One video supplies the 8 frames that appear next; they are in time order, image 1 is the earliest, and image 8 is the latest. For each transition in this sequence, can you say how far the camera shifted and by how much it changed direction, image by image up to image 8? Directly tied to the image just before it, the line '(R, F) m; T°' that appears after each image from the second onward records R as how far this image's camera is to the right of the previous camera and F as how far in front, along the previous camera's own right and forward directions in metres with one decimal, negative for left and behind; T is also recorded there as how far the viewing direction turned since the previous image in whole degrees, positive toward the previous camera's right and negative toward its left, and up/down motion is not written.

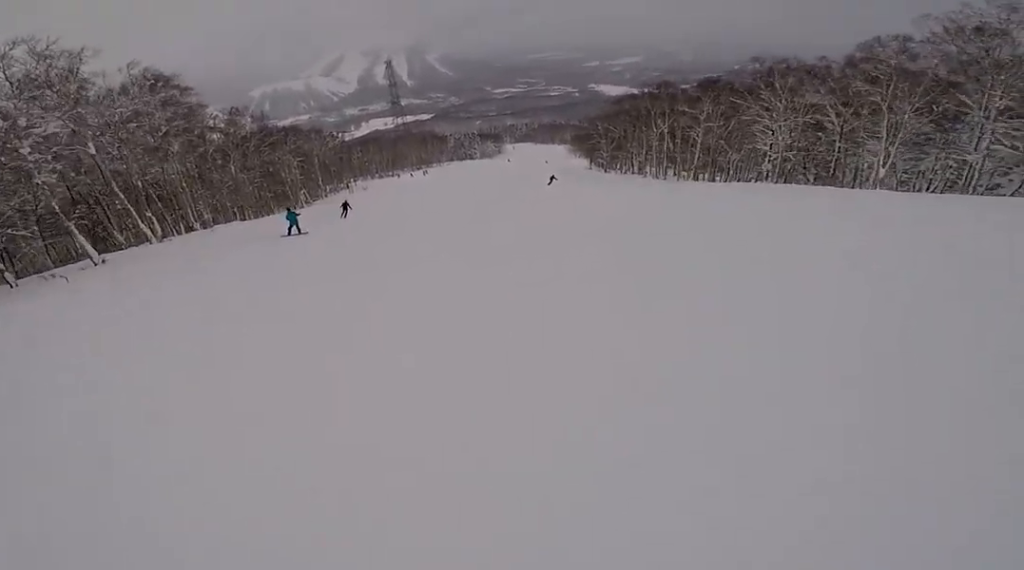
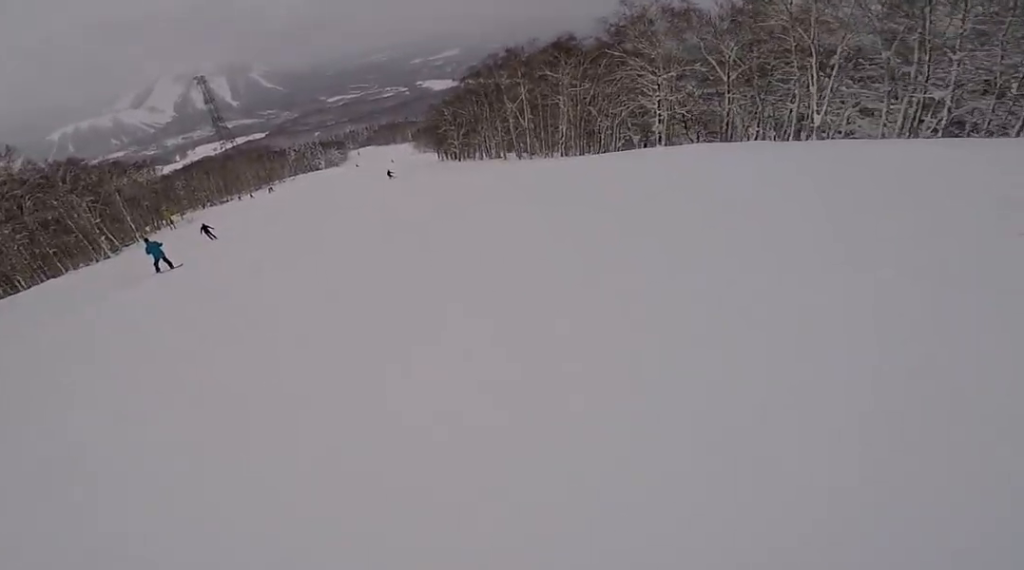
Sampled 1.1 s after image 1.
(+3.1, +12.0) m; +12°
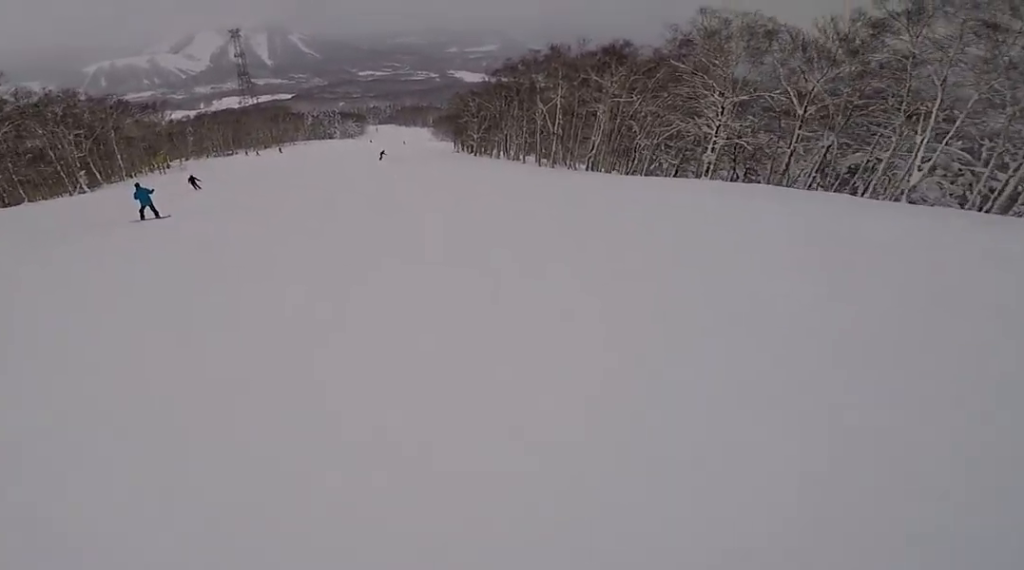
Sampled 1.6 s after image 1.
(-0.4, +5.7) m; -2°
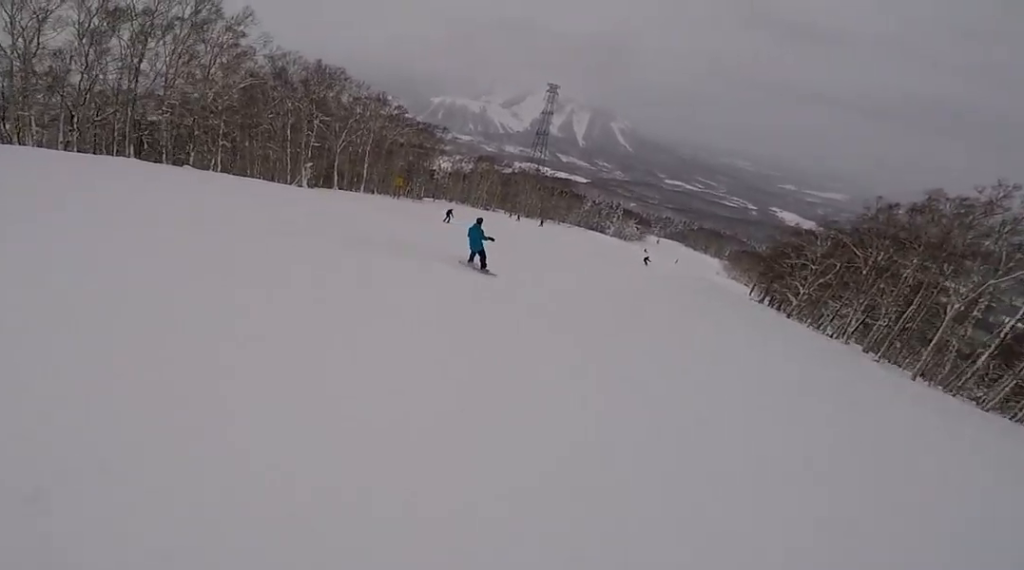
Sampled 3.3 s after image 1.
(-2.1, +19.8) m; -23°
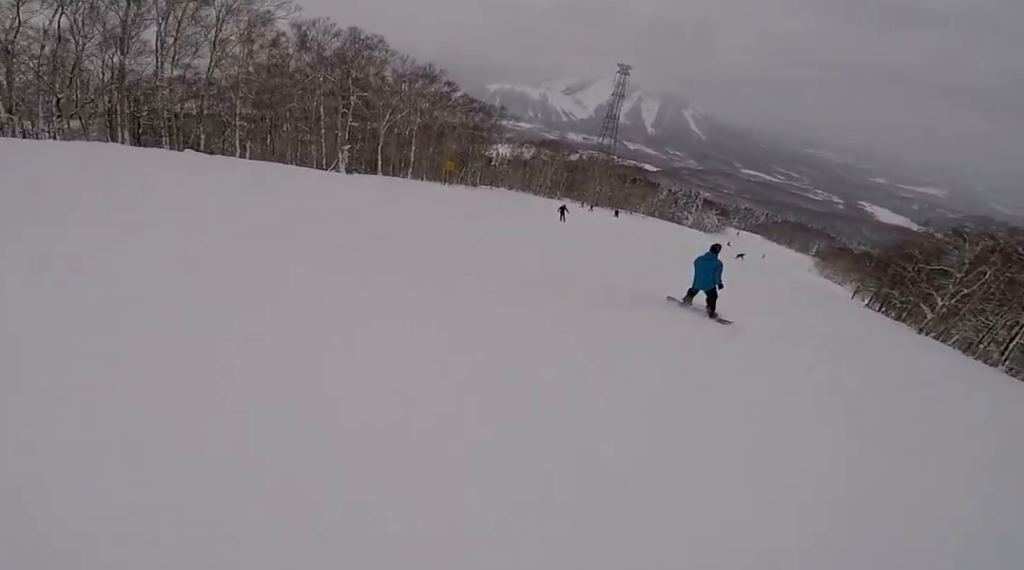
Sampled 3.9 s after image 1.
(-1.8, +7.2) m; -12°
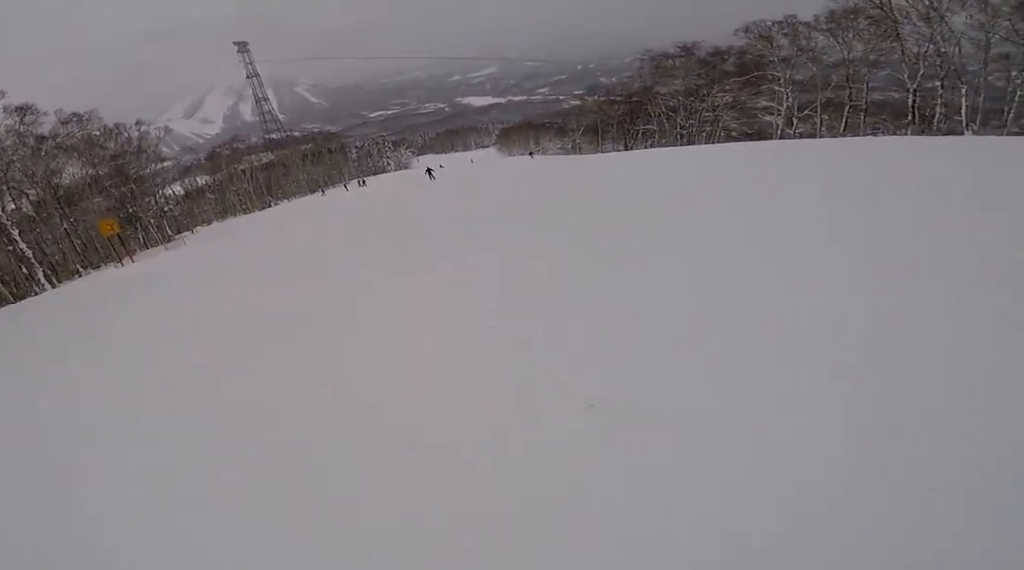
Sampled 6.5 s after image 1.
(+5.5, +28.5) m; +29°
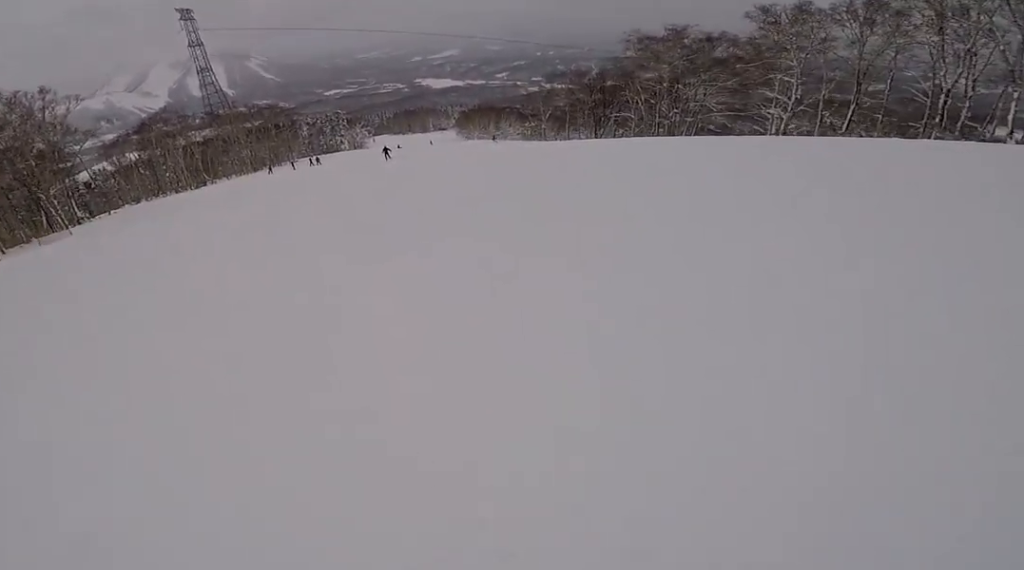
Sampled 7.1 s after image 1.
(+0.4, +7.0) m; +4°
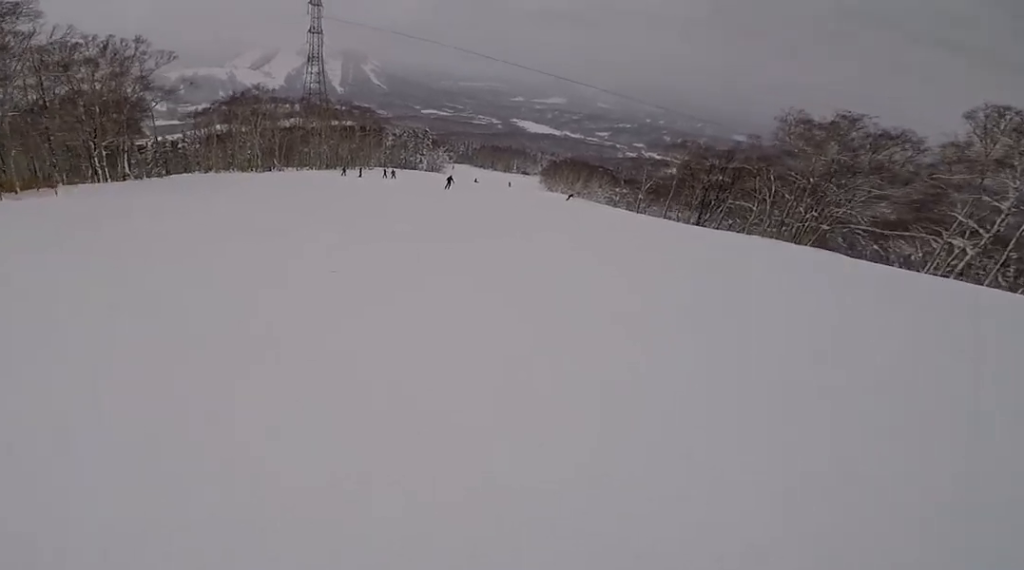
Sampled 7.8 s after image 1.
(0.0, +7.7) m; 0°
